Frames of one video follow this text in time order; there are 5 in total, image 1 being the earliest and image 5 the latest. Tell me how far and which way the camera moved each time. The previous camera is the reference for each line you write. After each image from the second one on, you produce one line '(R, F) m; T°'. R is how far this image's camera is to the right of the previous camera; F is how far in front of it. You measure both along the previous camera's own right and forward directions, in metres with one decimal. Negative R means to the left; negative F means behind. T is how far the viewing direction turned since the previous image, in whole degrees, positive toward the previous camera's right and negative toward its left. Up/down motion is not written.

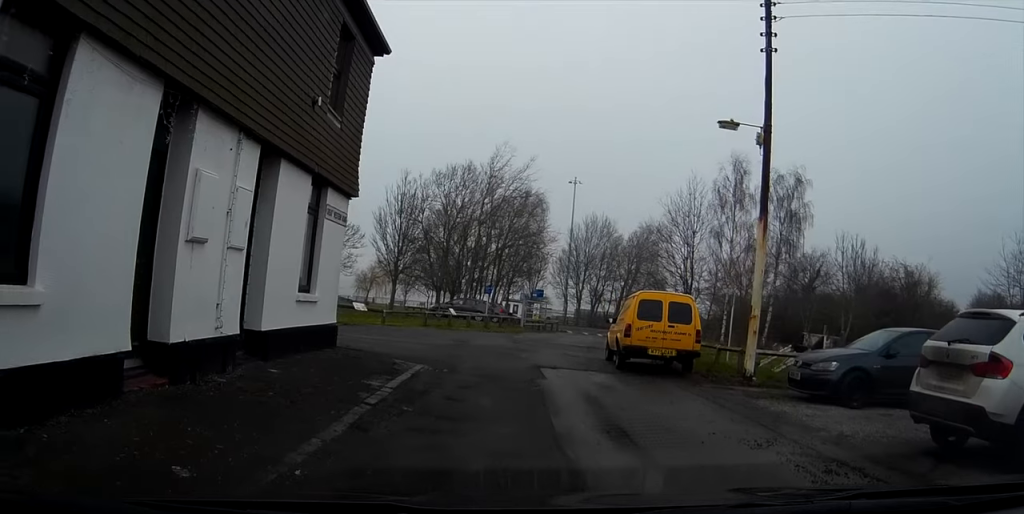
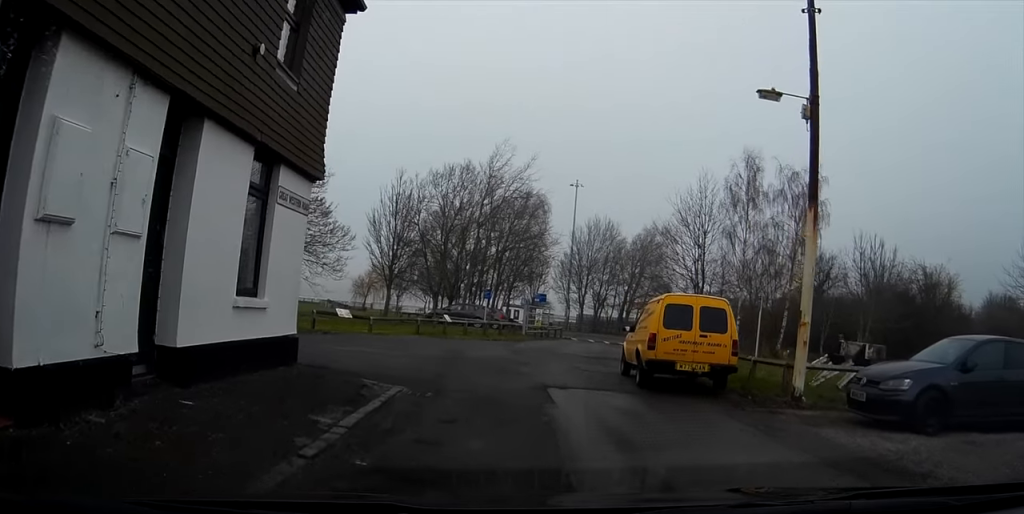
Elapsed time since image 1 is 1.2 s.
(+0.1, +2.9) m; +3°
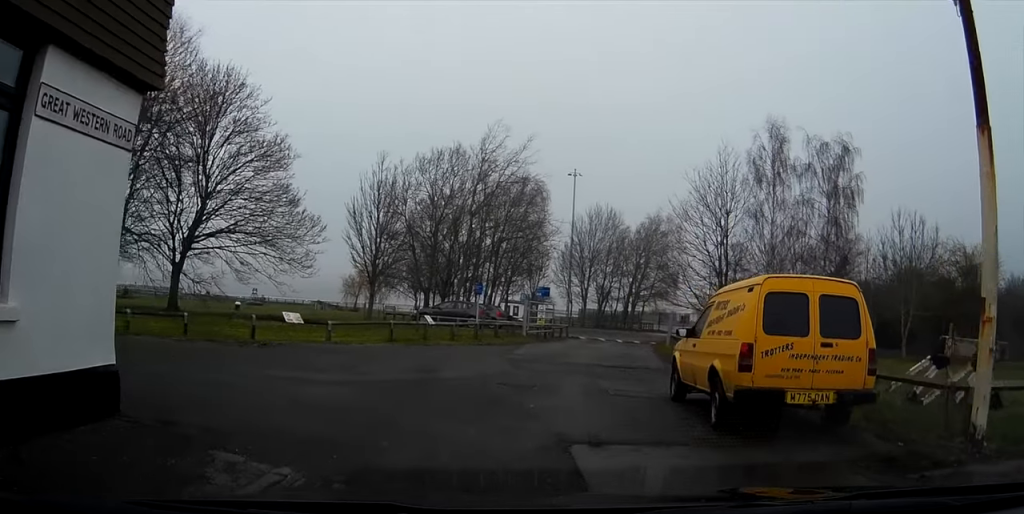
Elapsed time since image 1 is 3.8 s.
(0.0, +6.1) m; 0°
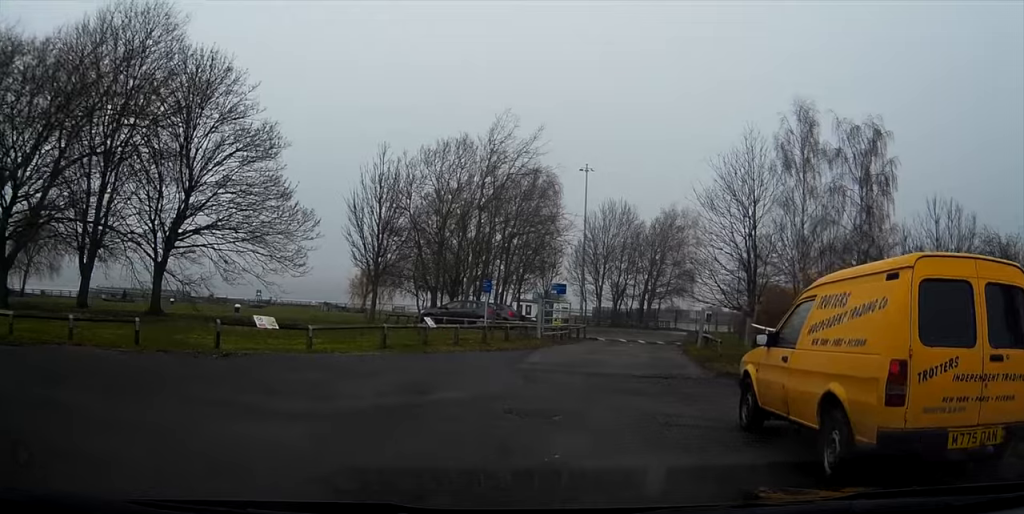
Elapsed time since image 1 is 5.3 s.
(0.0, +3.2) m; -6°
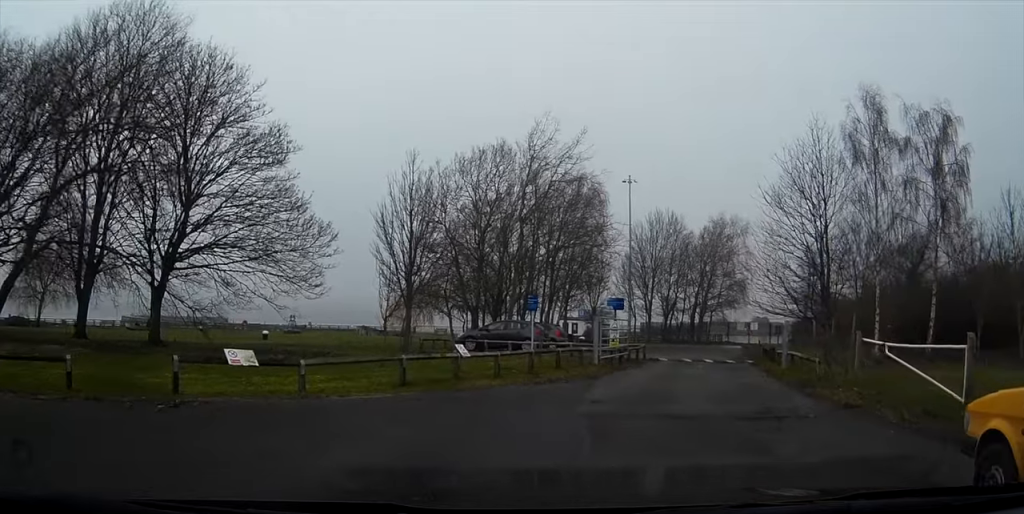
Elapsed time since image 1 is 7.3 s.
(-0.5, +3.6) m; -12°
